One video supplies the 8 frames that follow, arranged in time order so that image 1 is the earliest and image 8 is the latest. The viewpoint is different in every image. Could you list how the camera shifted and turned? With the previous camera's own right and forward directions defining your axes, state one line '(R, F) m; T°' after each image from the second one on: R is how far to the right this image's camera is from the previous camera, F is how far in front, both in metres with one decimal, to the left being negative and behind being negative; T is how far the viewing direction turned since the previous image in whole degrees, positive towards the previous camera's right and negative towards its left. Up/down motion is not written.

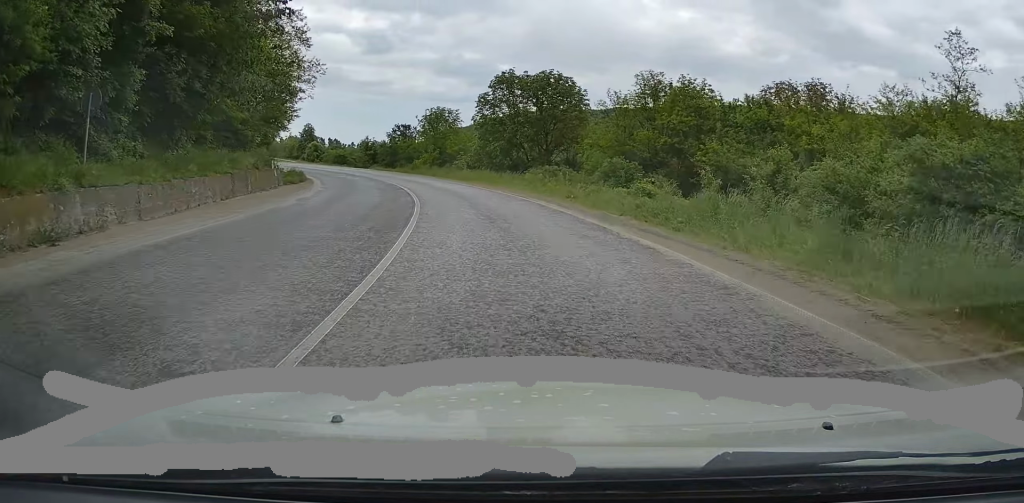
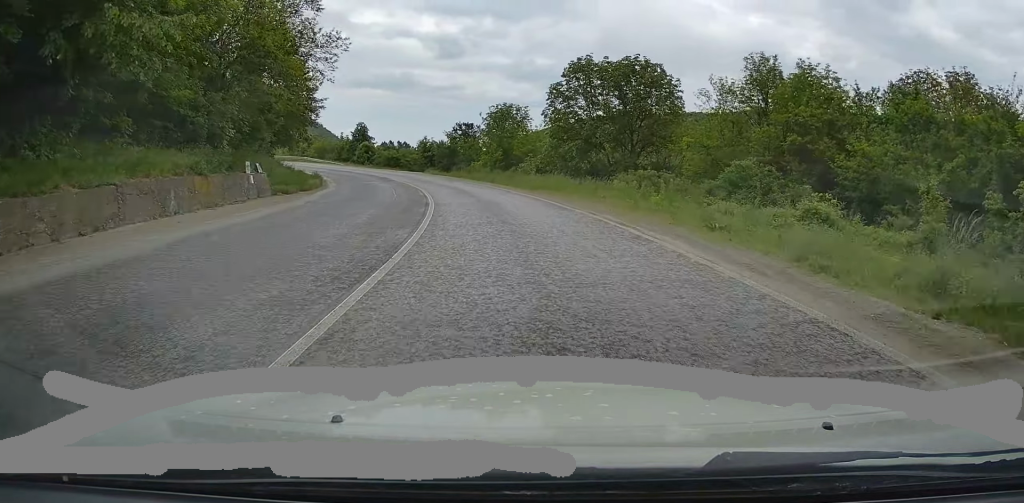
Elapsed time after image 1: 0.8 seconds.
(-0.7, +12.3) m; -6°
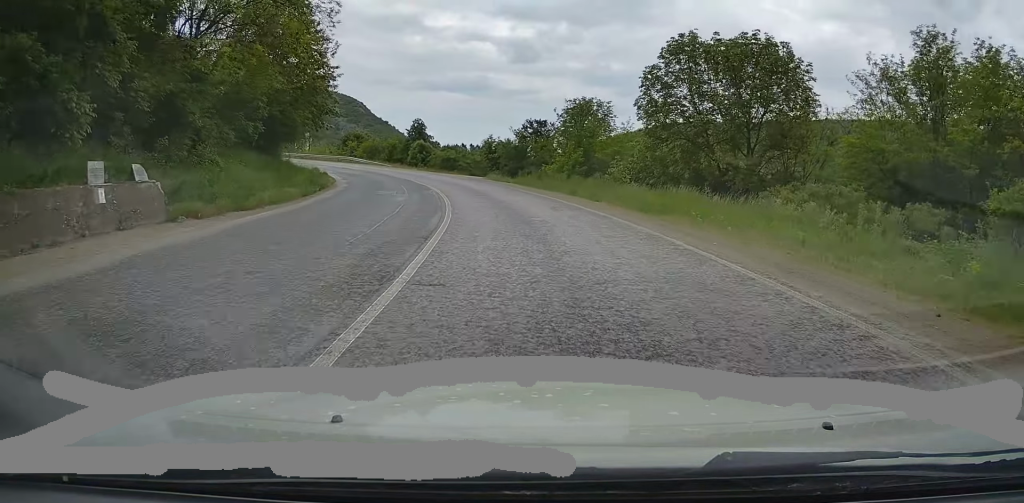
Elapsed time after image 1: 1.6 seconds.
(-0.8, +14.0) m; -6°
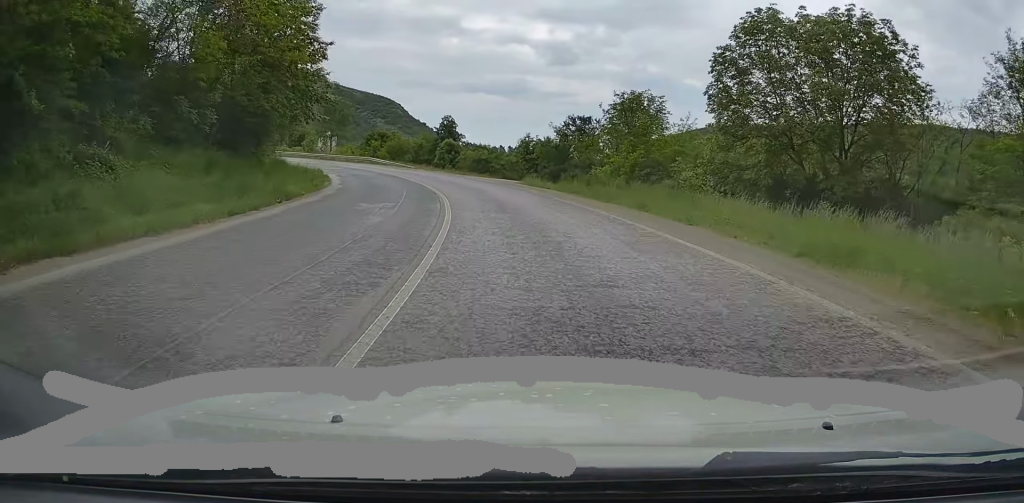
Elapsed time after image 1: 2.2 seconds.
(-0.2, +9.3) m; -4°
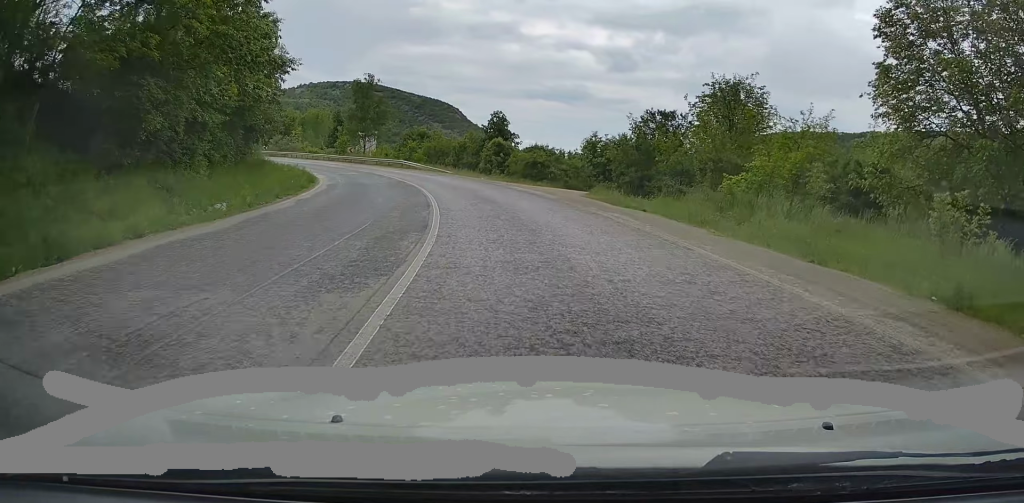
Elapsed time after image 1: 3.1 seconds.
(-0.9, +14.2) m; -6°
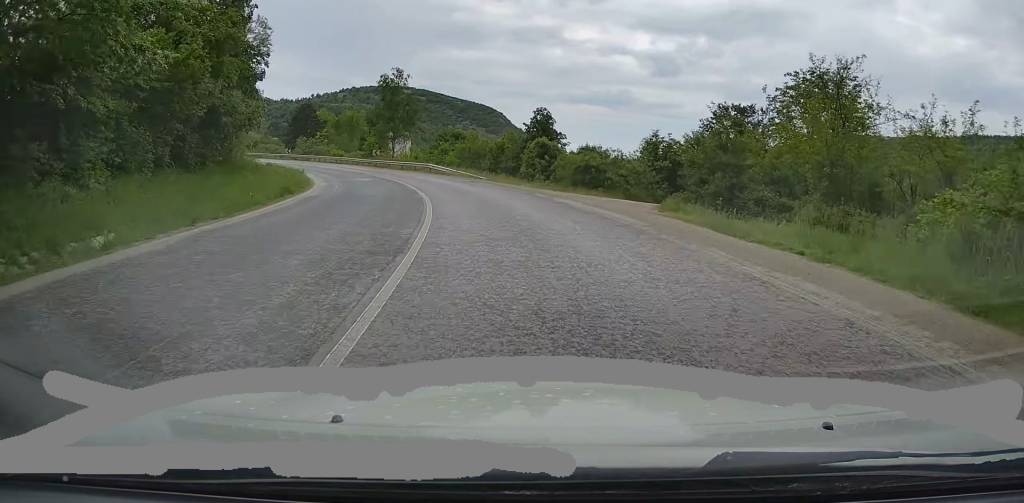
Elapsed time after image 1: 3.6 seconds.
(-0.3, +9.3) m; -3°
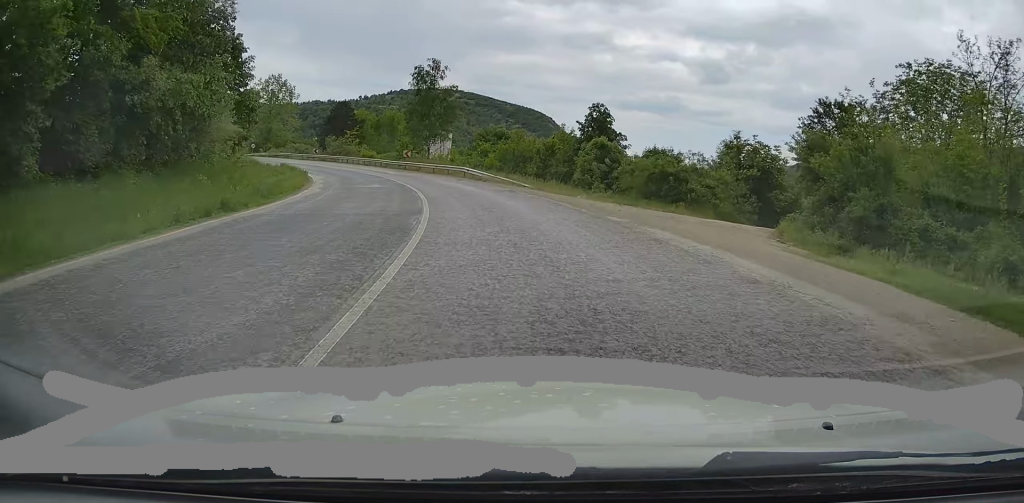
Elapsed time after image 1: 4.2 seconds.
(-0.2, +9.4) m; -2°
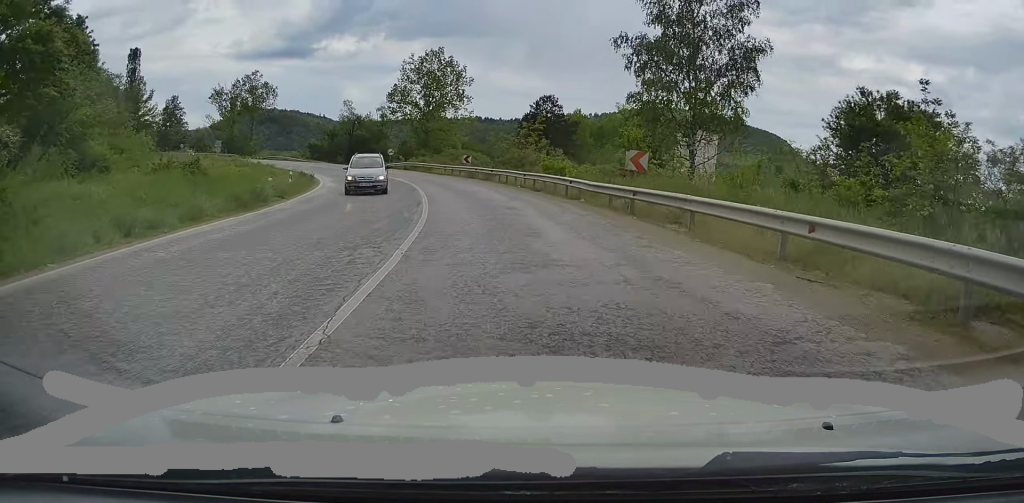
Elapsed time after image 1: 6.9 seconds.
(-7.5, +42.5) m; -22°
